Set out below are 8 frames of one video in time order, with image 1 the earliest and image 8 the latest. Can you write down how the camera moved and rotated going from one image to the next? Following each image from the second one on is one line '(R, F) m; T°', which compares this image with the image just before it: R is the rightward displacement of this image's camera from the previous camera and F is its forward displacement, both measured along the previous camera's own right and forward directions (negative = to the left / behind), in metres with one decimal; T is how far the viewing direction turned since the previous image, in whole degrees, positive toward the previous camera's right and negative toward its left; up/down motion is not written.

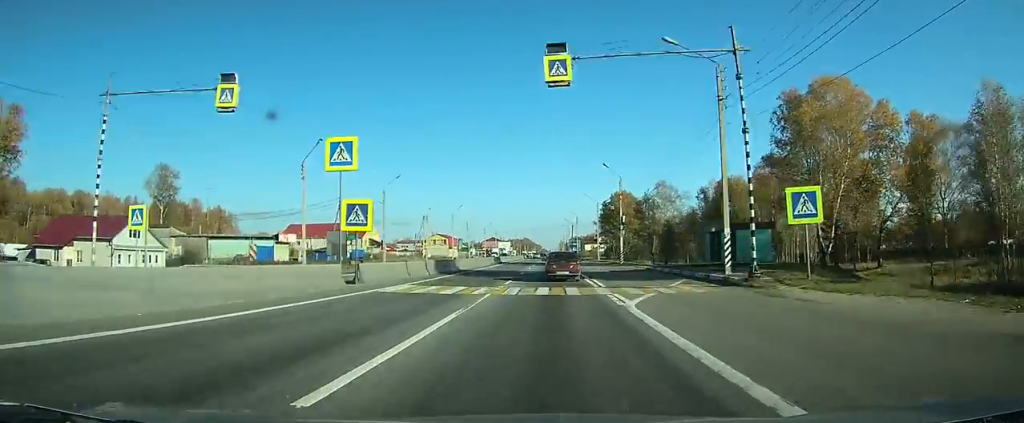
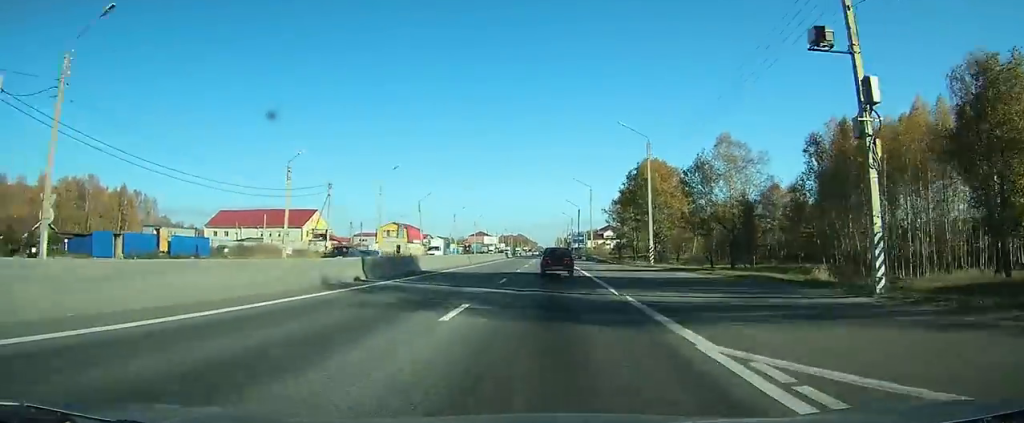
(+0.2, +49.5) m; 0°
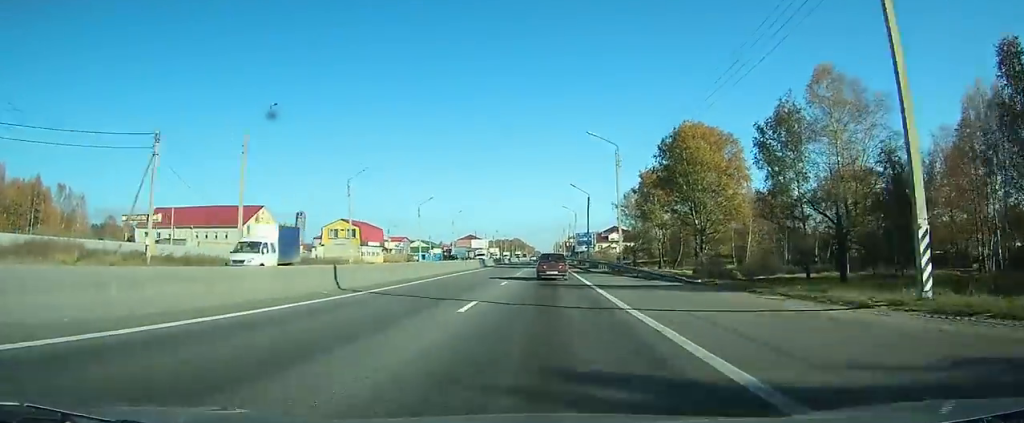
(0.0, +34.8) m; 0°
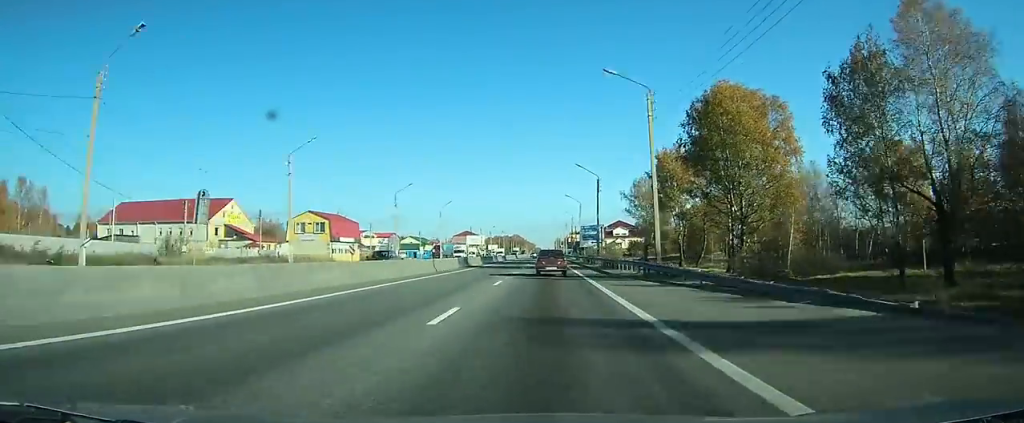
(0.0, +15.7) m; 0°
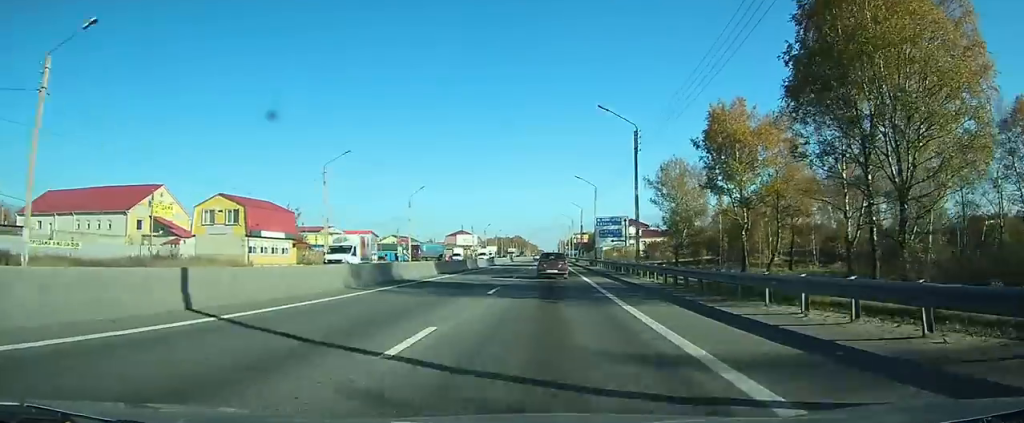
(0.0, +27.5) m; 0°
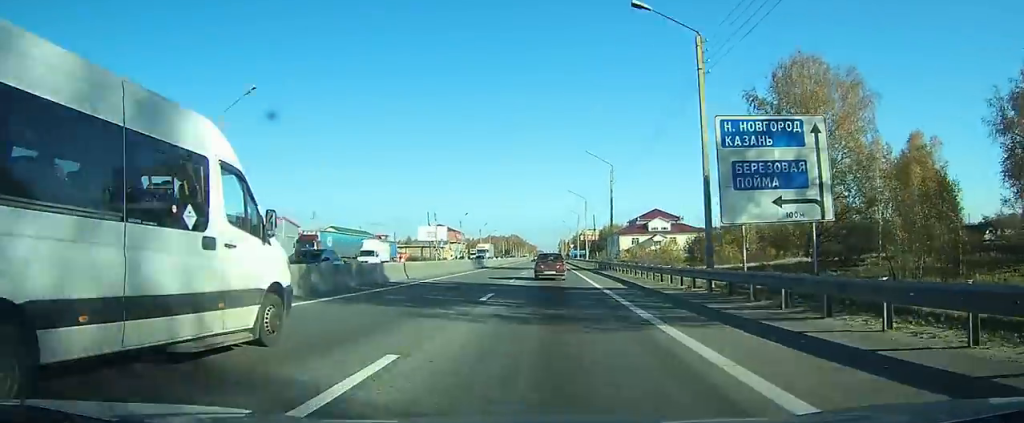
(-0.2, +49.5) m; 0°
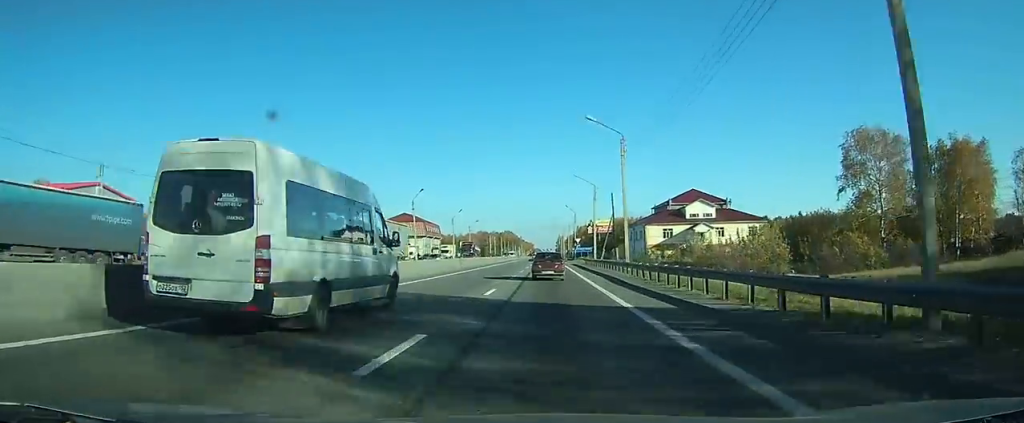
(-0.1, +43.9) m; 0°
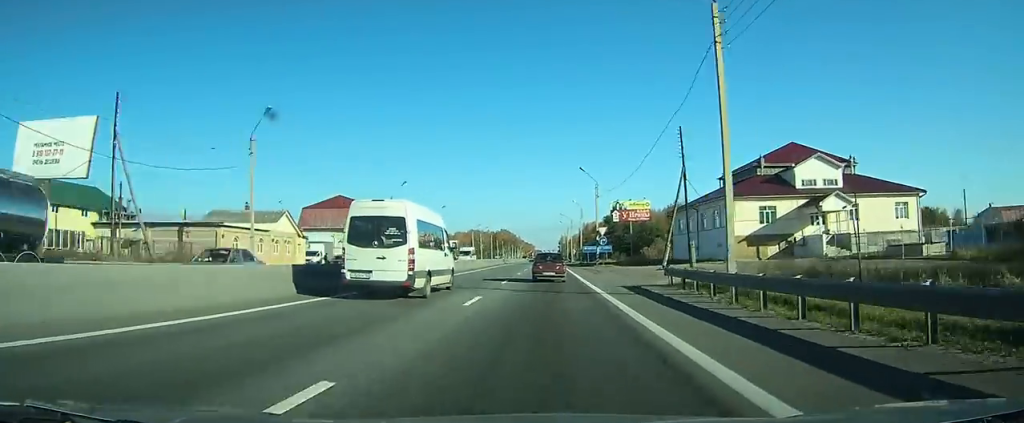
(-0.2, +53.2) m; 0°
